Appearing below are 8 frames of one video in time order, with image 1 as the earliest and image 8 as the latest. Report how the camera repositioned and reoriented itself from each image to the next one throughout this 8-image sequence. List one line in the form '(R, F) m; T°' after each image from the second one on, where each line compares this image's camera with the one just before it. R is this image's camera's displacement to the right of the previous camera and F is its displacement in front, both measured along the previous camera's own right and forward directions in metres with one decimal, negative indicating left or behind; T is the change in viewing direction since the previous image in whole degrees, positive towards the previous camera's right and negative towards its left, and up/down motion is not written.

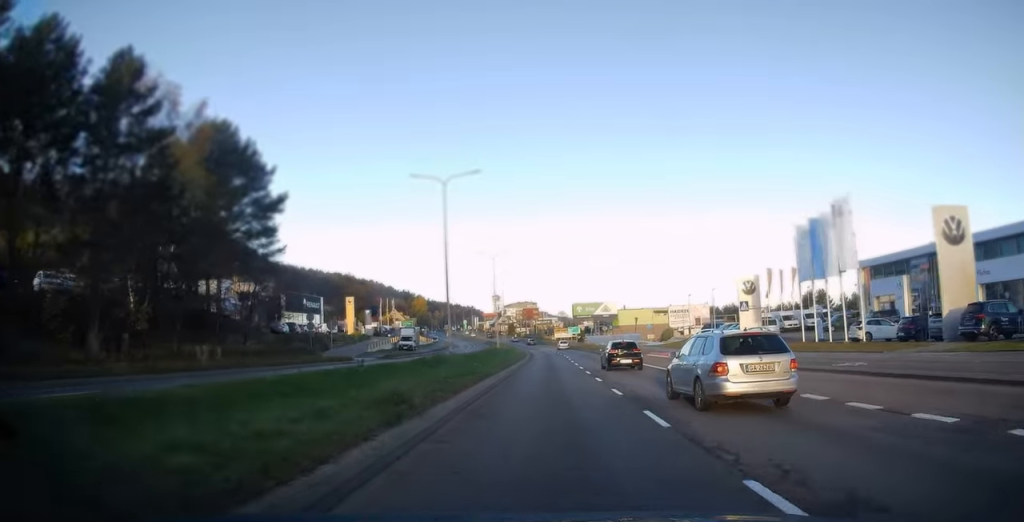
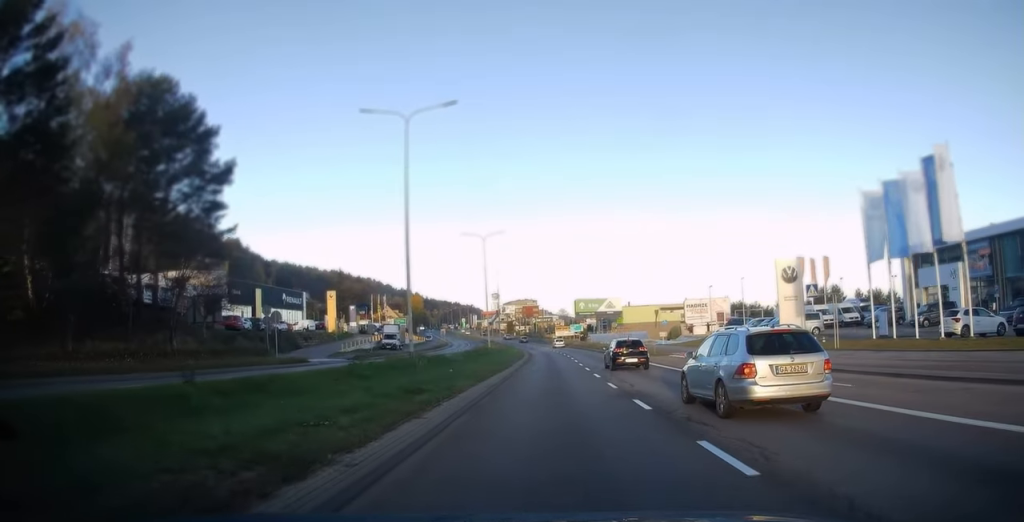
(-0.1, +9.7) m; 0°
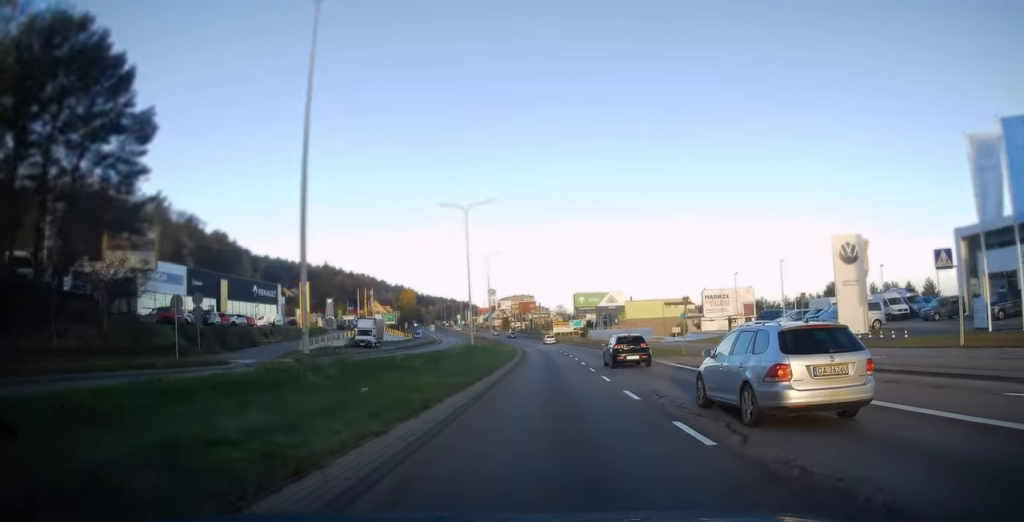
(-0.3, +10.3) m; 0°
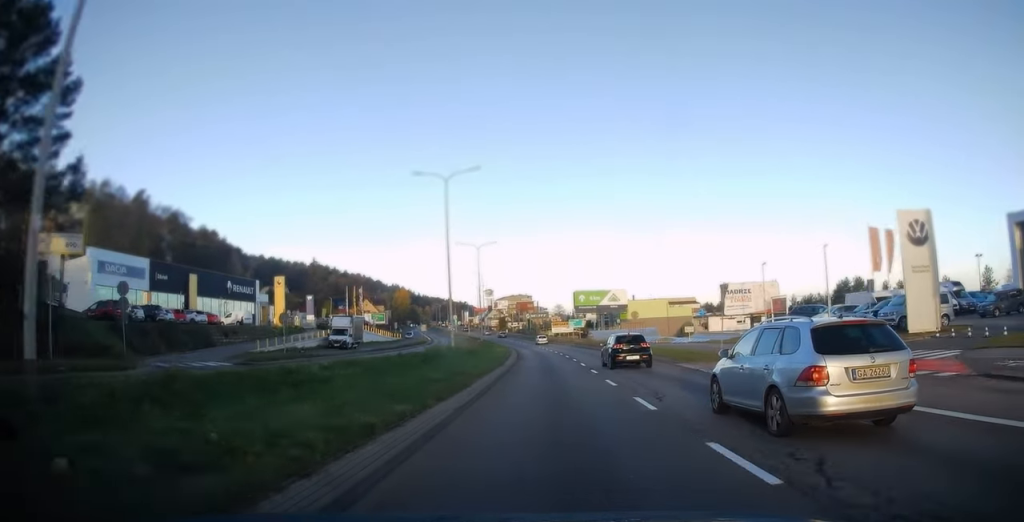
(+0.2, +8.0) m; +1°
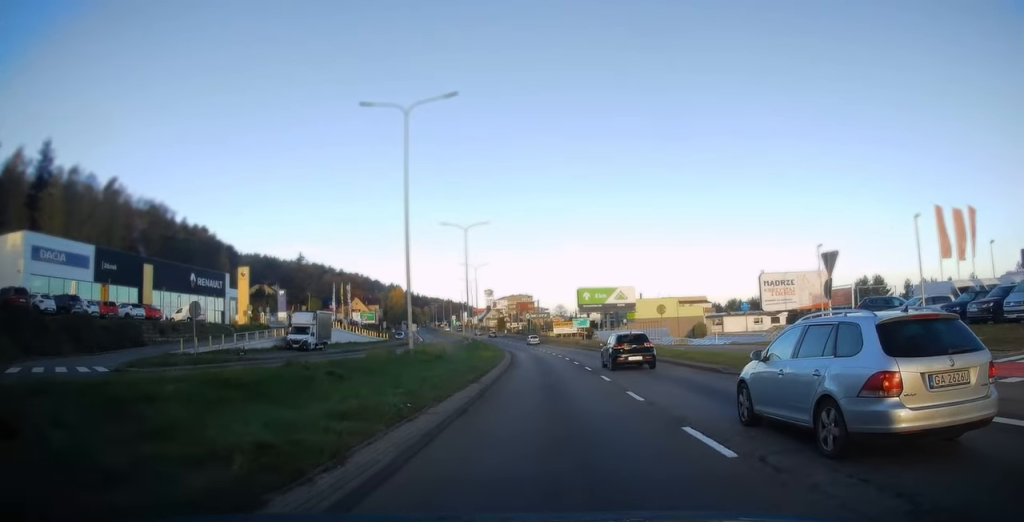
(+0.1, +10.6) m; +1°
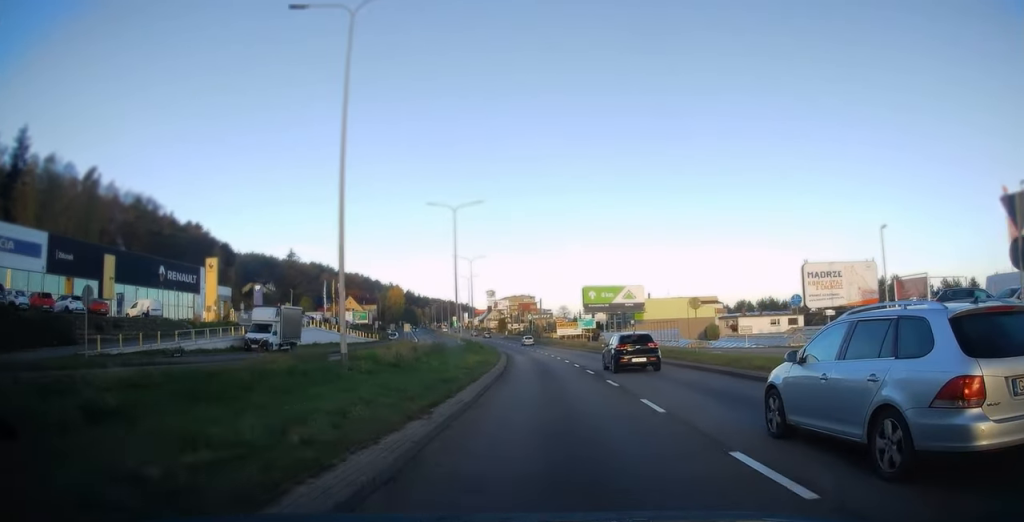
(0.0, +8.0) m; 0°
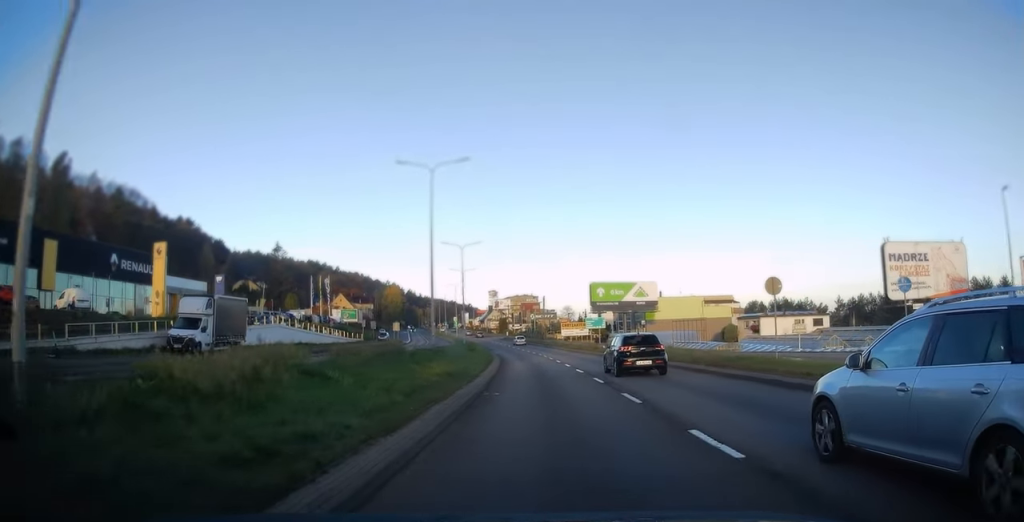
(0.0, +10.3) m; 0°
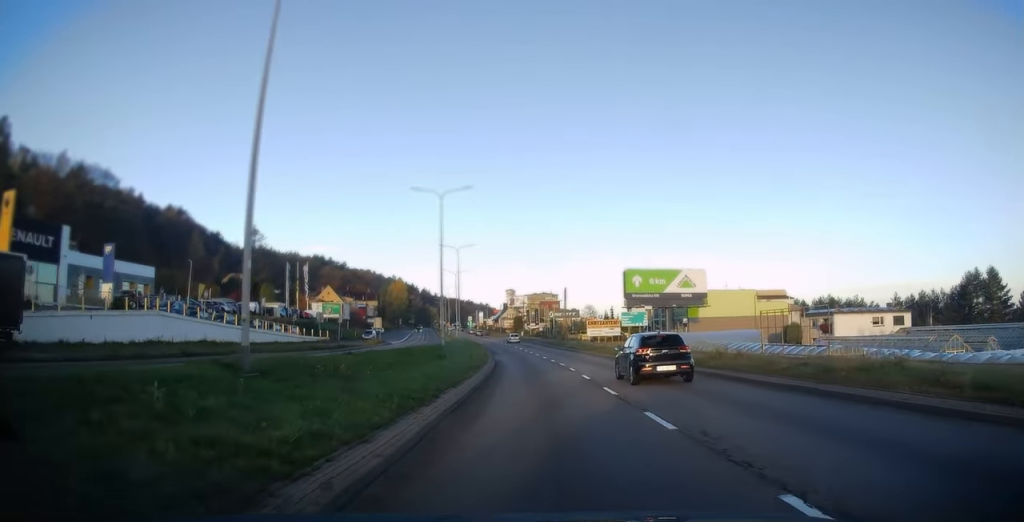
(-0.3, +21.6) m; -3°
